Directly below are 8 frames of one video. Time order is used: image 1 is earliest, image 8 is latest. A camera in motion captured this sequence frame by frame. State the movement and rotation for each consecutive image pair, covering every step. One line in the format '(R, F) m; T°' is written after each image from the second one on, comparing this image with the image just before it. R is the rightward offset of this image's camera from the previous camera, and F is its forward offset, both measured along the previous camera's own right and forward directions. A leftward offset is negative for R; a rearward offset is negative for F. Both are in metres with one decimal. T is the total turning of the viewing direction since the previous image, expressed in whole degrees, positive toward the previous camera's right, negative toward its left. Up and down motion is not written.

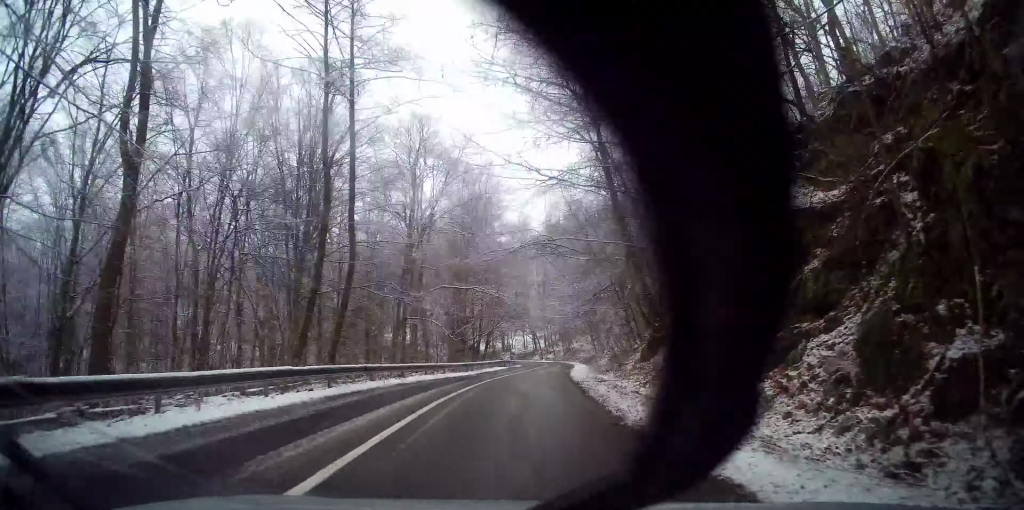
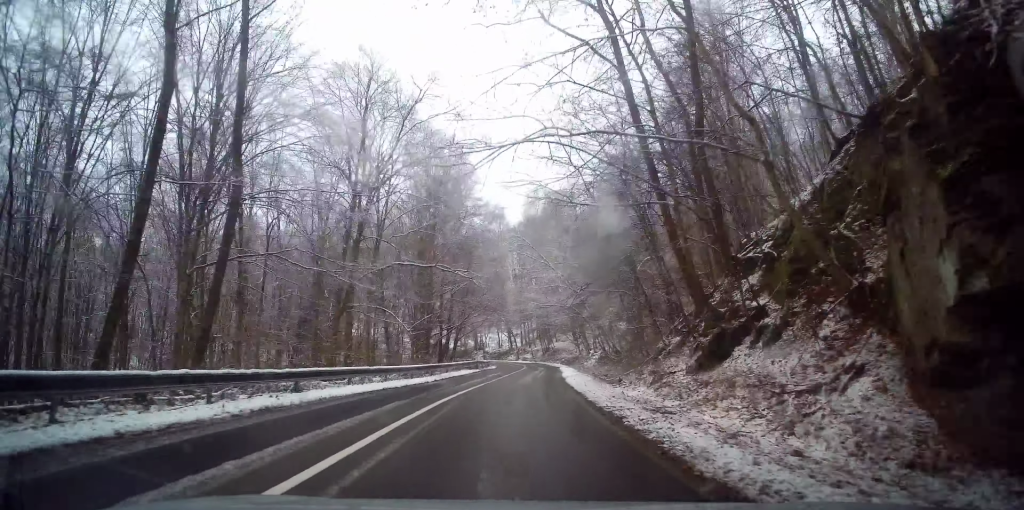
(+0.4, +9.9) m; +1°
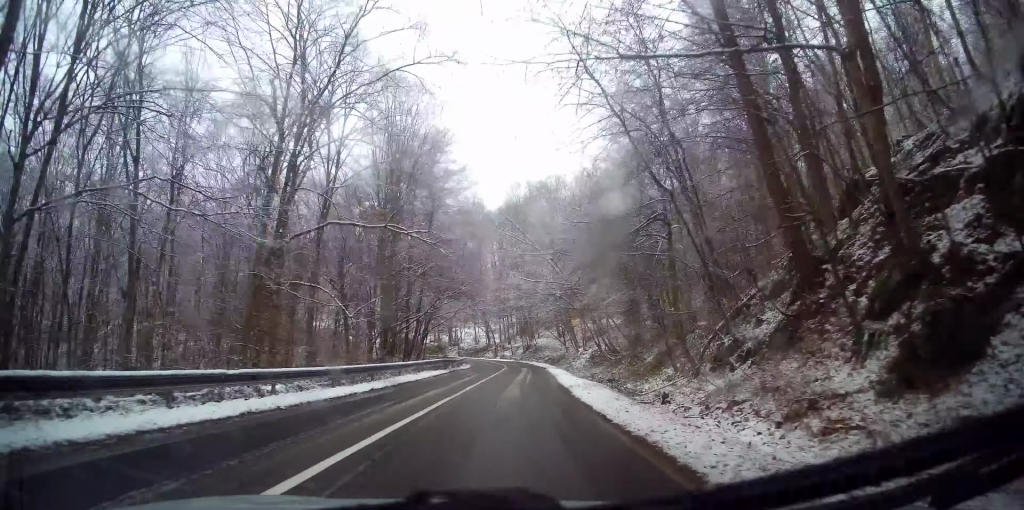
(+0.1, +8.9) m; +1°
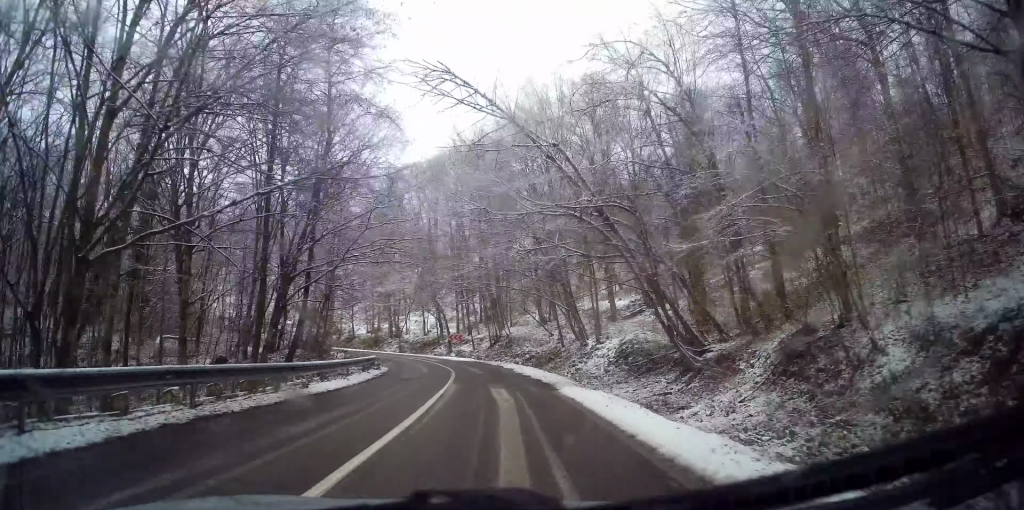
(+1.3, +26.1) m; +5°
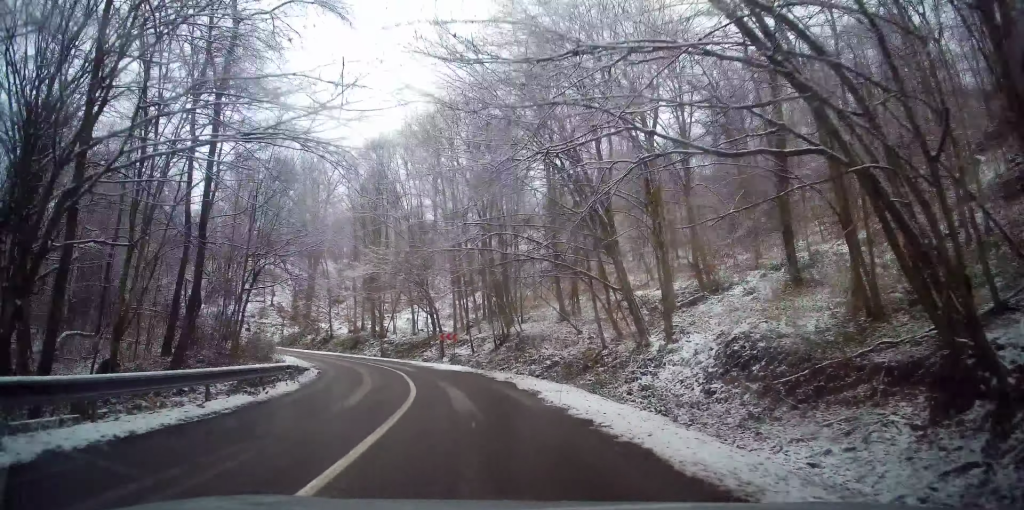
(-0.2, +13.6) m; -3°
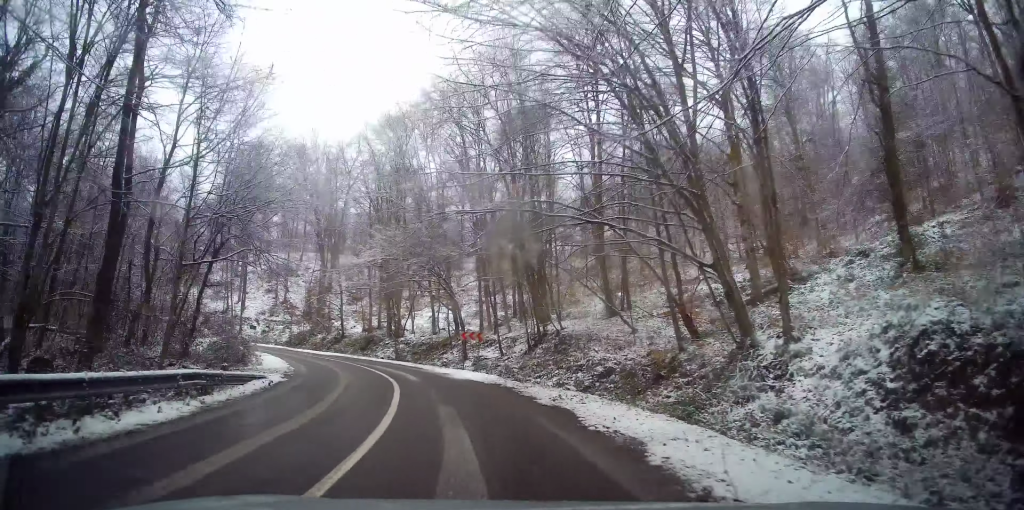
(-0.2, +7.3) m; -3°
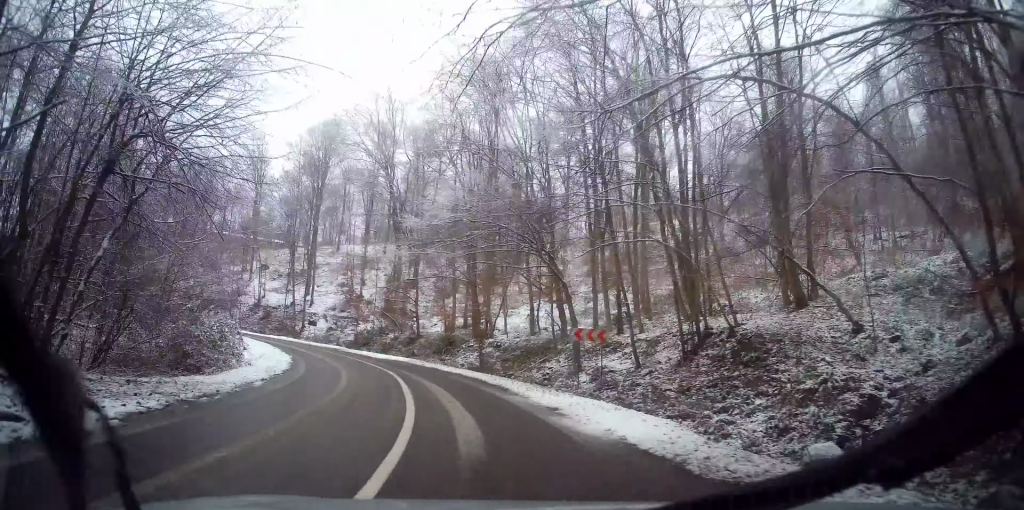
(-0.6, +12.2) m; -9°
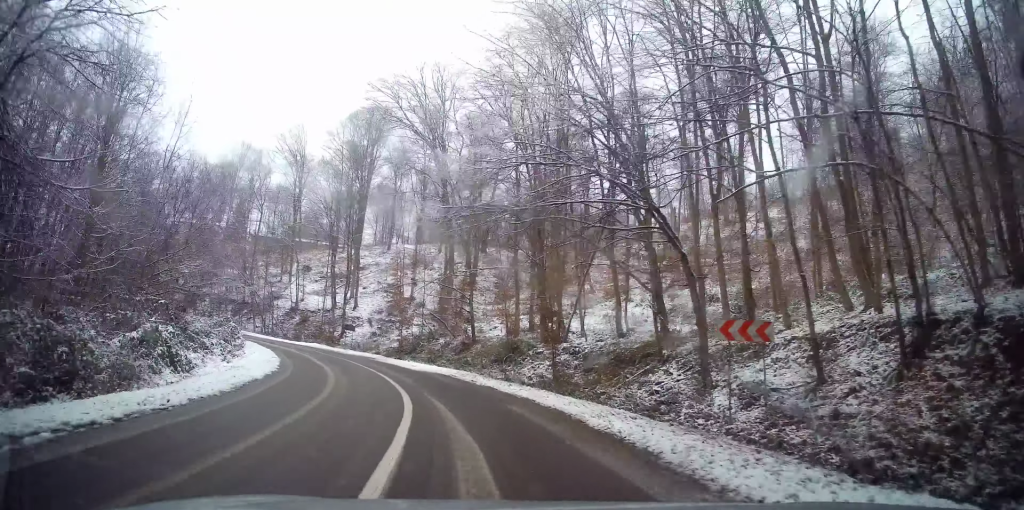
(-0.8, +9.0) m; -10°
